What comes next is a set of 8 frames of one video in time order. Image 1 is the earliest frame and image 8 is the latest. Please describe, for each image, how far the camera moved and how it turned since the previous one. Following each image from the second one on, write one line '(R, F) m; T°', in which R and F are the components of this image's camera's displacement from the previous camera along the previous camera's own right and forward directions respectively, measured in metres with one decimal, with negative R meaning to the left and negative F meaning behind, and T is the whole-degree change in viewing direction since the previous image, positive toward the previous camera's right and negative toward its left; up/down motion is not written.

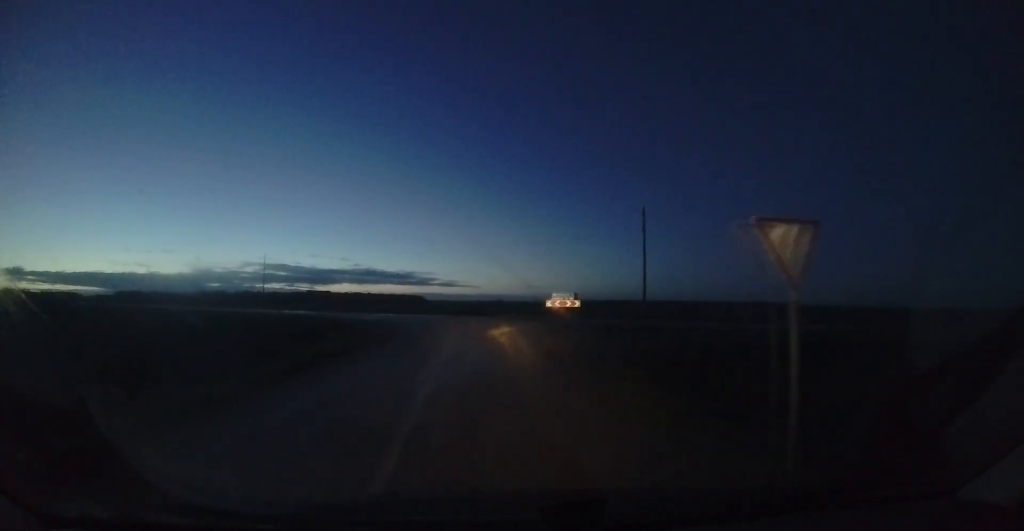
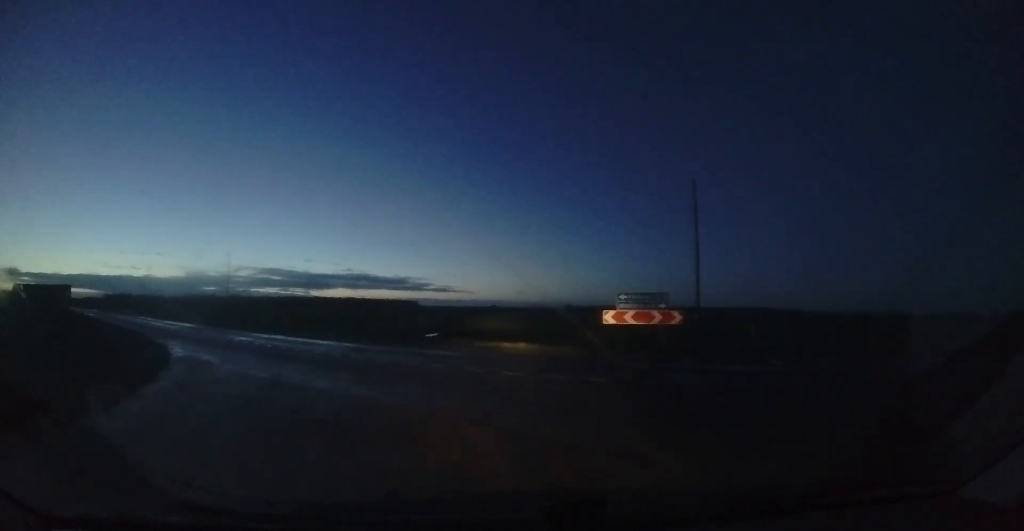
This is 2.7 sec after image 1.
(+1.1, +20.8) m; -5°
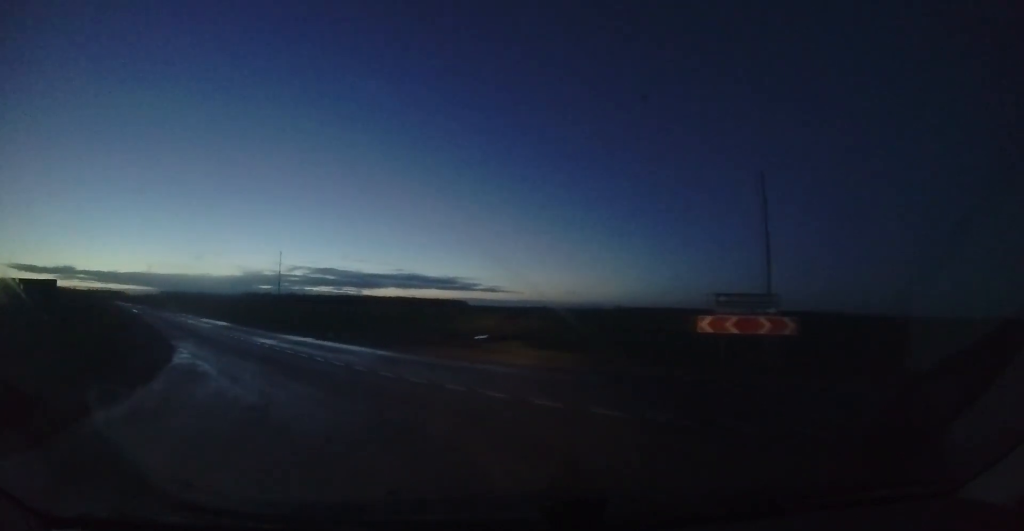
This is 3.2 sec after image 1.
(-0.5, +2.6) m; -10°
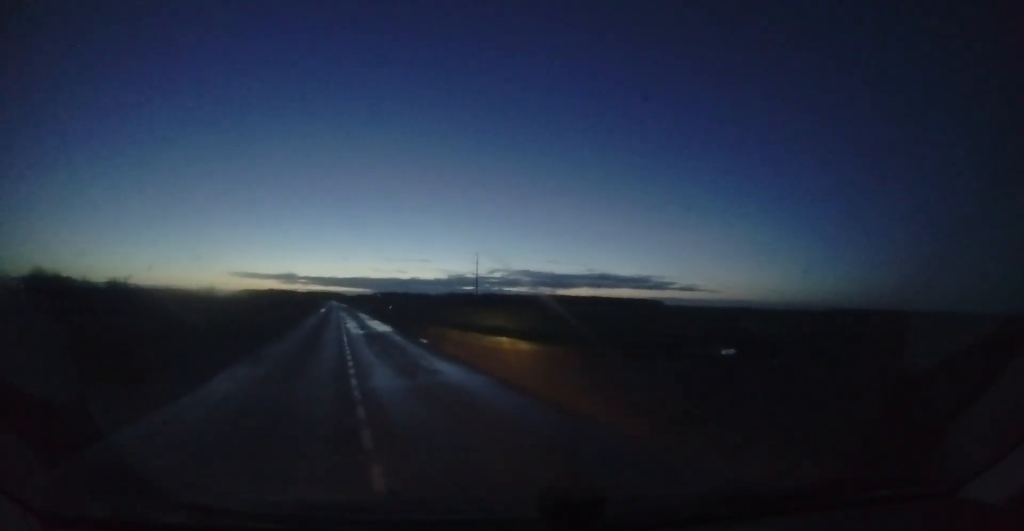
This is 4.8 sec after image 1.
(-1.8, +8.2) m; -21°
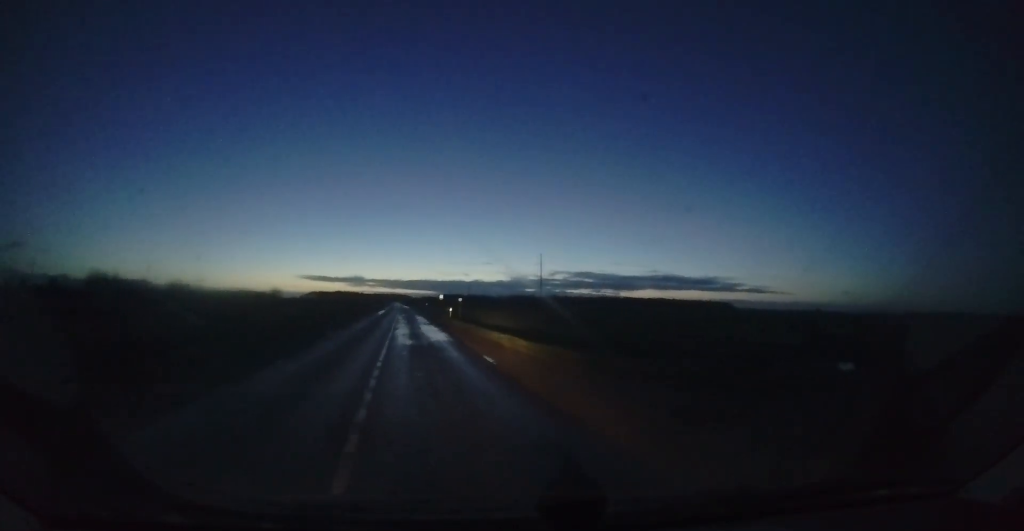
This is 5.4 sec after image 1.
(-0.1, +3.5) m; -7°
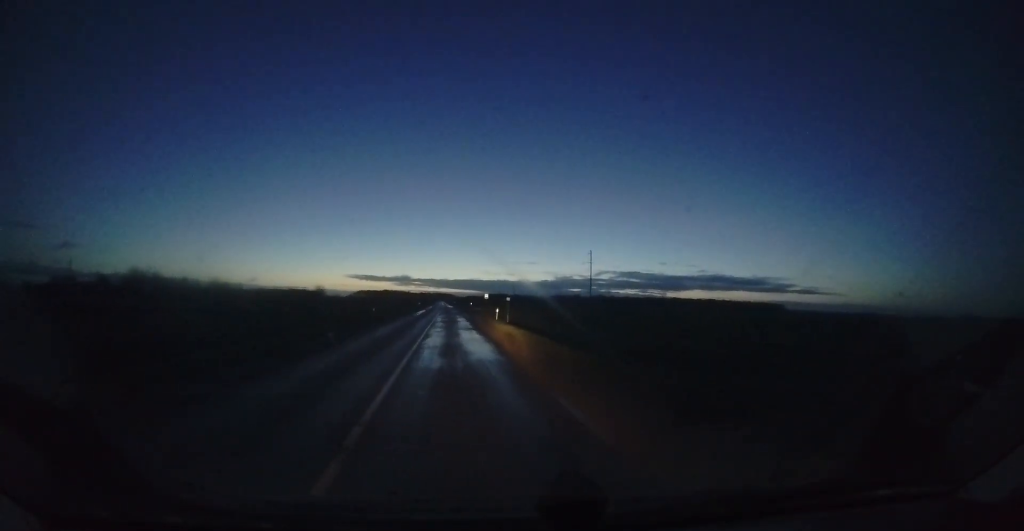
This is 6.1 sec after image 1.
(-0.4, +4.3) m; -10°
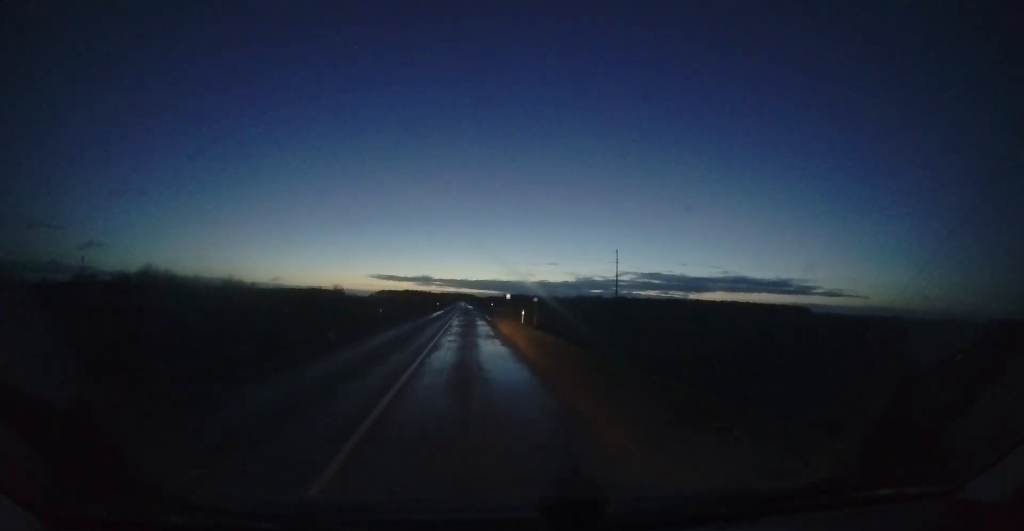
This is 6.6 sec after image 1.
(0.0, +3.4) m; -8°
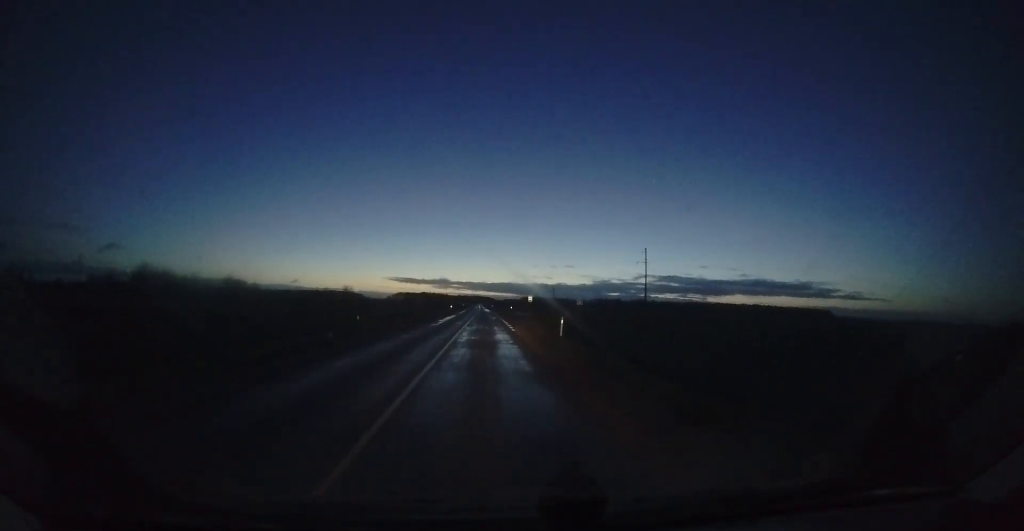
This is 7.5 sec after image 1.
(-0.9, +6.8) m; -5°
